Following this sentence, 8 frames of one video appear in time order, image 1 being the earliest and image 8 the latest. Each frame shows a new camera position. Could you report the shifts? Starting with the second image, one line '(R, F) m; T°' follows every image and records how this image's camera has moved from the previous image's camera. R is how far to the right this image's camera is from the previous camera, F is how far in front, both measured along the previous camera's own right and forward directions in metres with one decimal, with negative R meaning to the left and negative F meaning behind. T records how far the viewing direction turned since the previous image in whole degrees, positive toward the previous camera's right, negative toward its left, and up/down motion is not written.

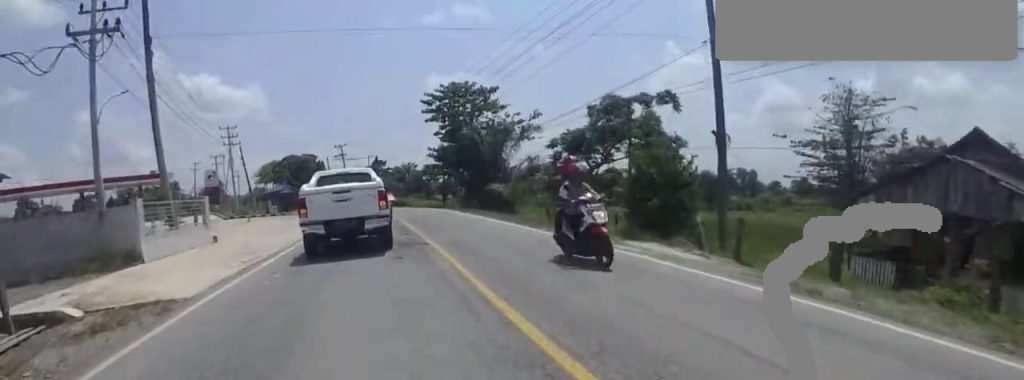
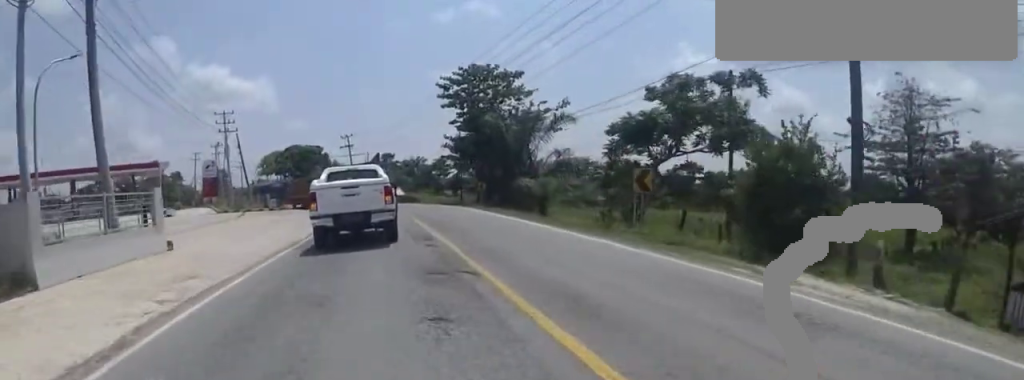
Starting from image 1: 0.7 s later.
(+0.7, +4.7) m; +6°
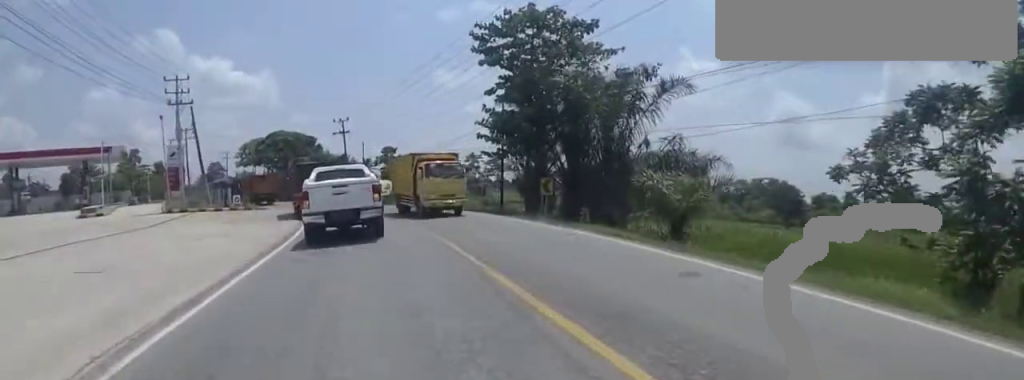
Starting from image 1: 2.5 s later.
(+1.5, +12.3) m; +11°
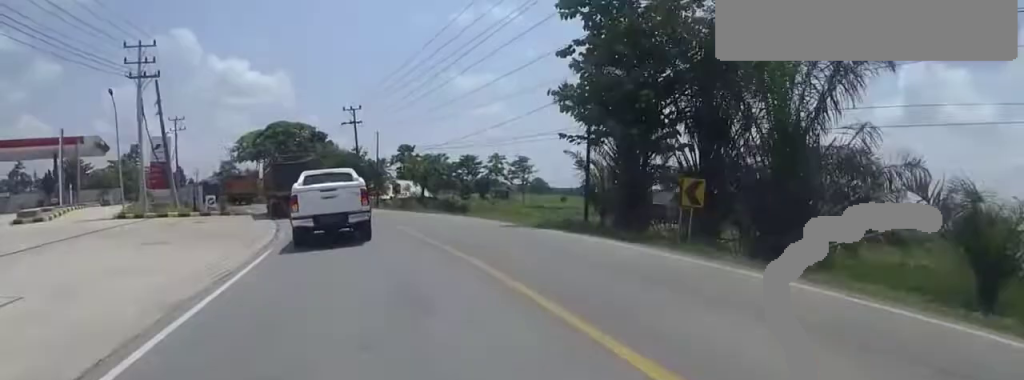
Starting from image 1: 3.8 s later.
(-0.1, +8.5) m; -9°
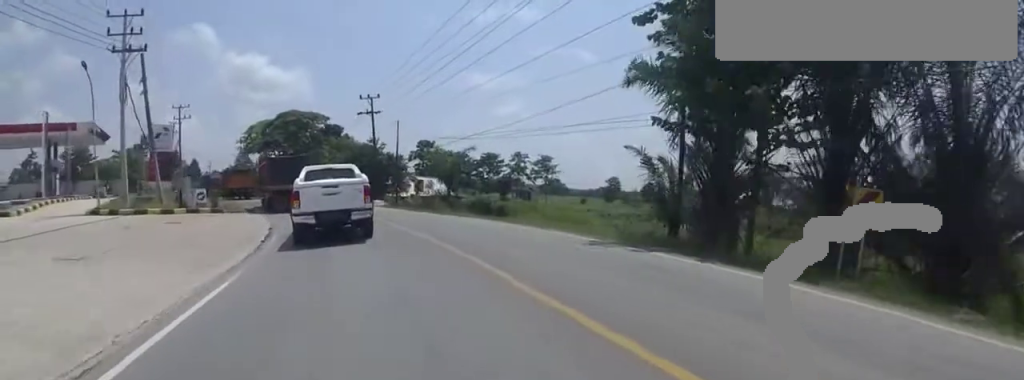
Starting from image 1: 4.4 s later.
(-0.3, +4.1) m; -6°
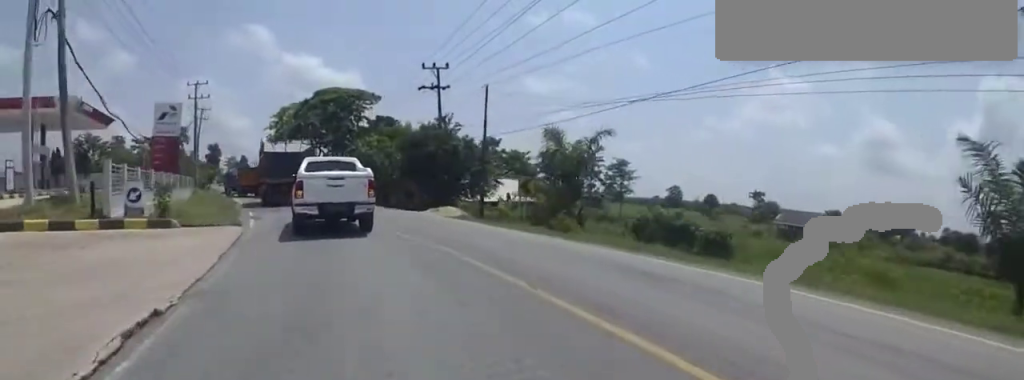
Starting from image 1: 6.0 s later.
(-0.9, +11.4) m; -9°
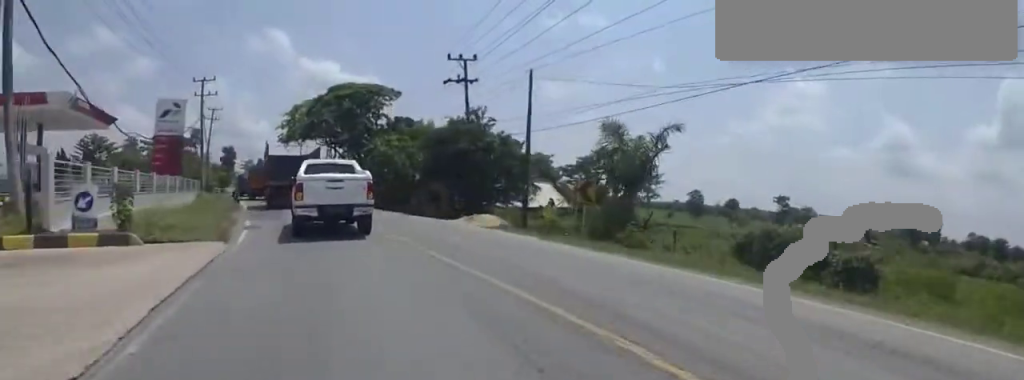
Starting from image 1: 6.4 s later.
(-0.3, +3.2) m; -3°
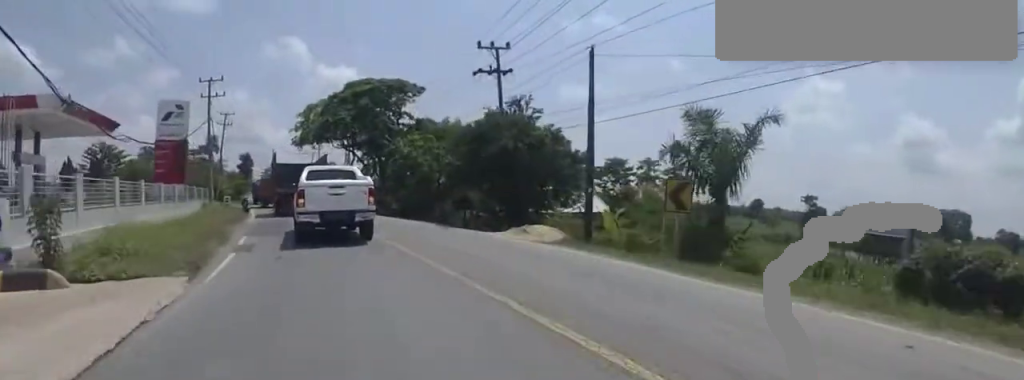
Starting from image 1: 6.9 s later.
(-0.1, +3.2) m; -3°
